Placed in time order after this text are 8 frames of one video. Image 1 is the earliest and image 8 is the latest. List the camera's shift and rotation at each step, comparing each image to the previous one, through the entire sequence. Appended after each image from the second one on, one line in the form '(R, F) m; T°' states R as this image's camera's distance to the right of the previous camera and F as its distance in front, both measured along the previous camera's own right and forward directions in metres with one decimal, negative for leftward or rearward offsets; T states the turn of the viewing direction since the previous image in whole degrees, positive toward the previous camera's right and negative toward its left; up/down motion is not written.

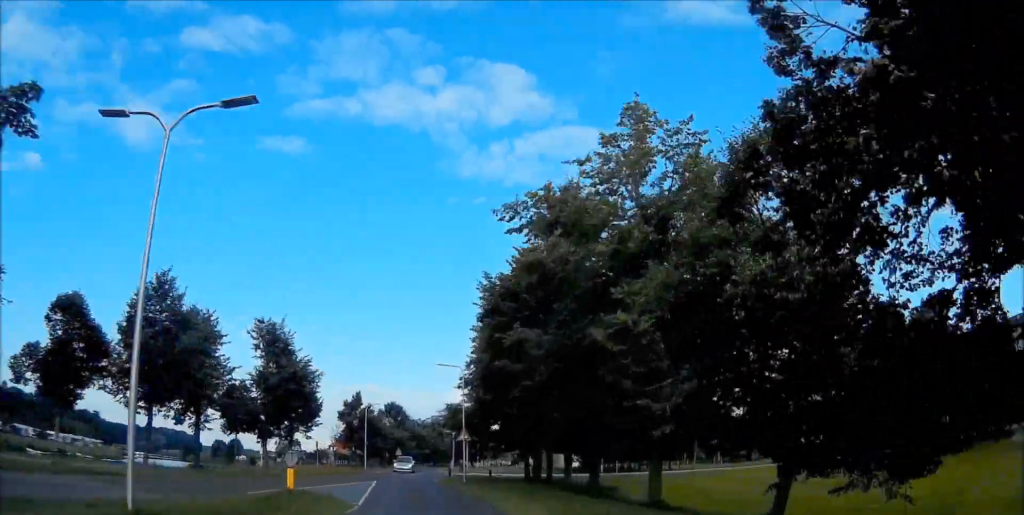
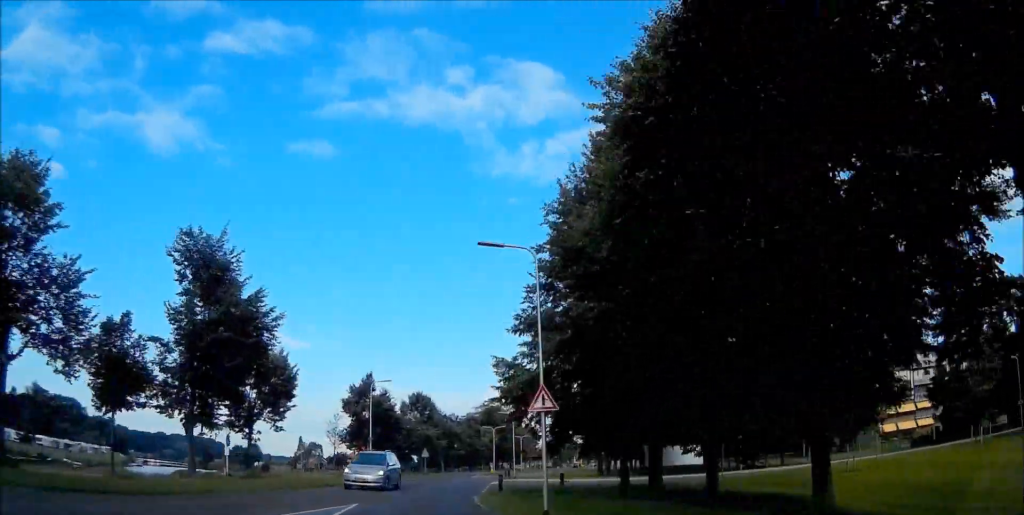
(-0.2, +21.0) m; 0°
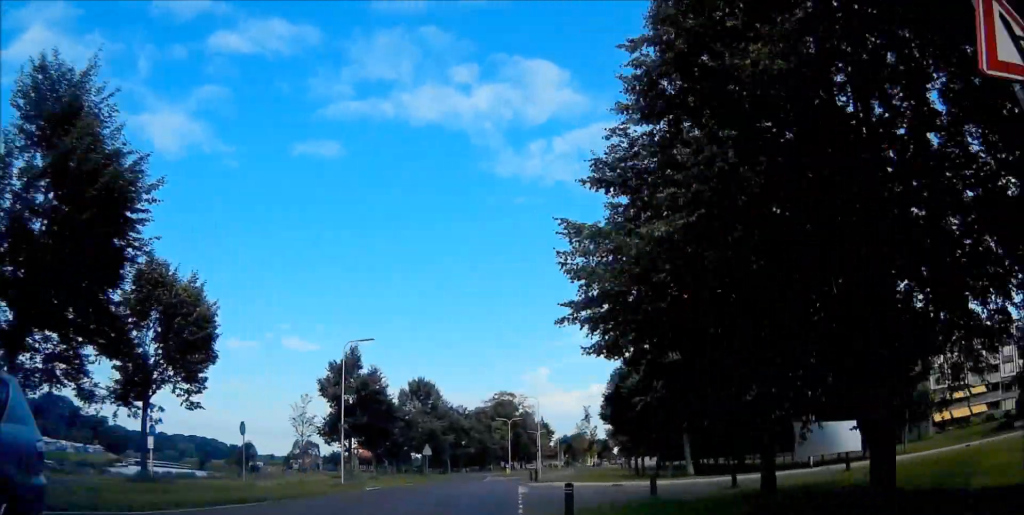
(-0.5, +14.6) m; +1°
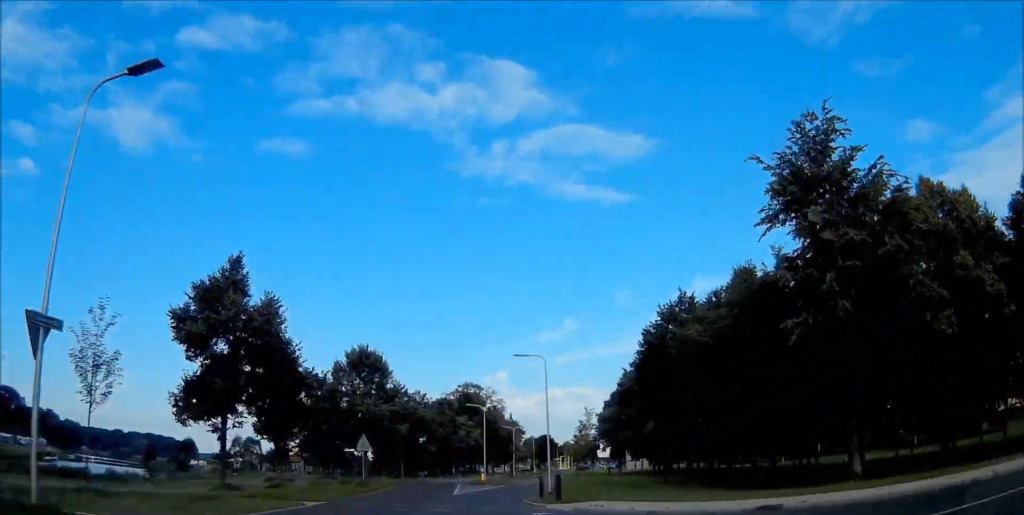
(+0.6, +22.0) m; +4°
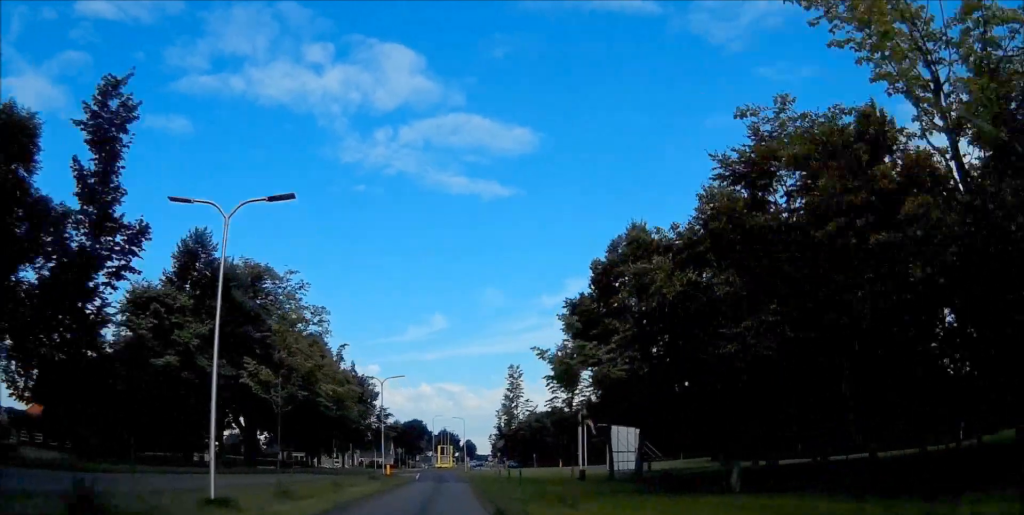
(+8.4, +73.3) m; +9°
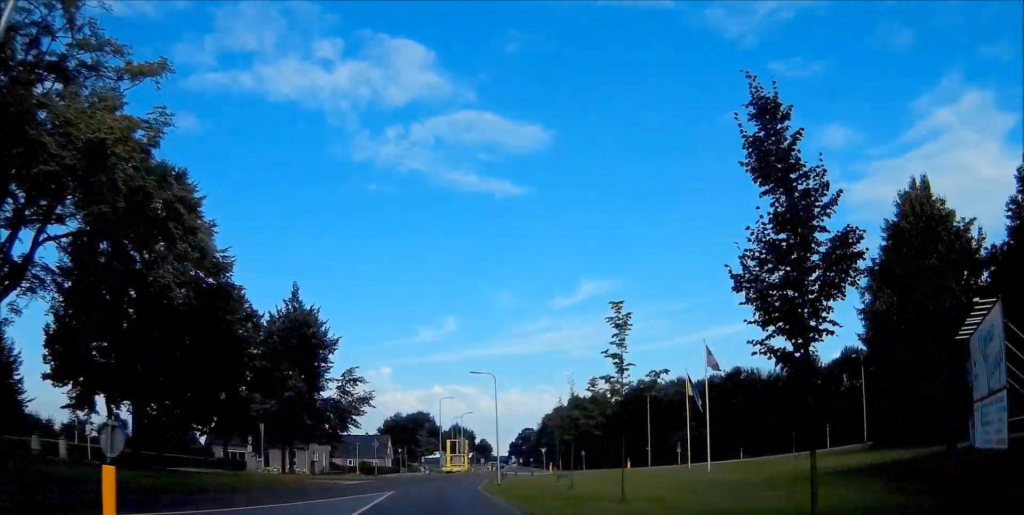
(-0.3, +37.5) m; -1°
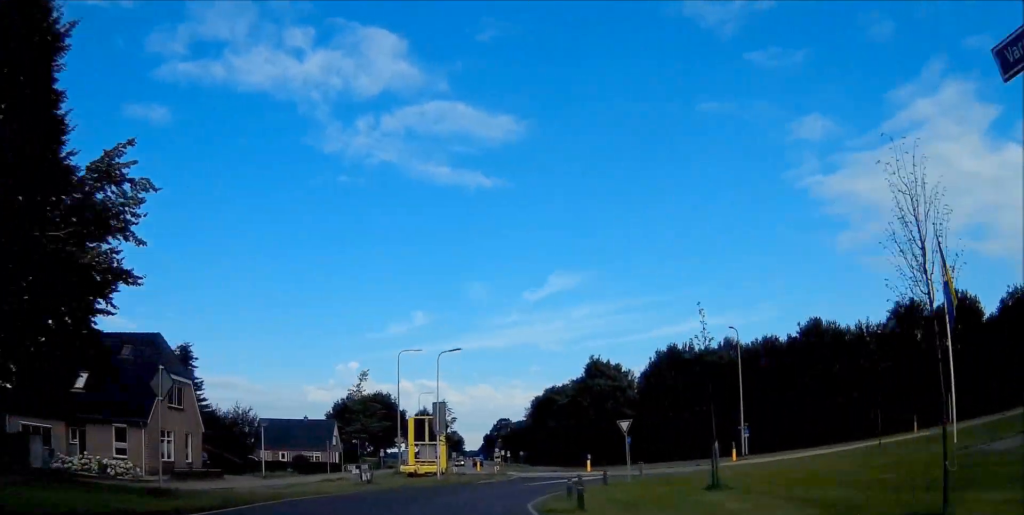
(0.0, +29.2) m; +3°
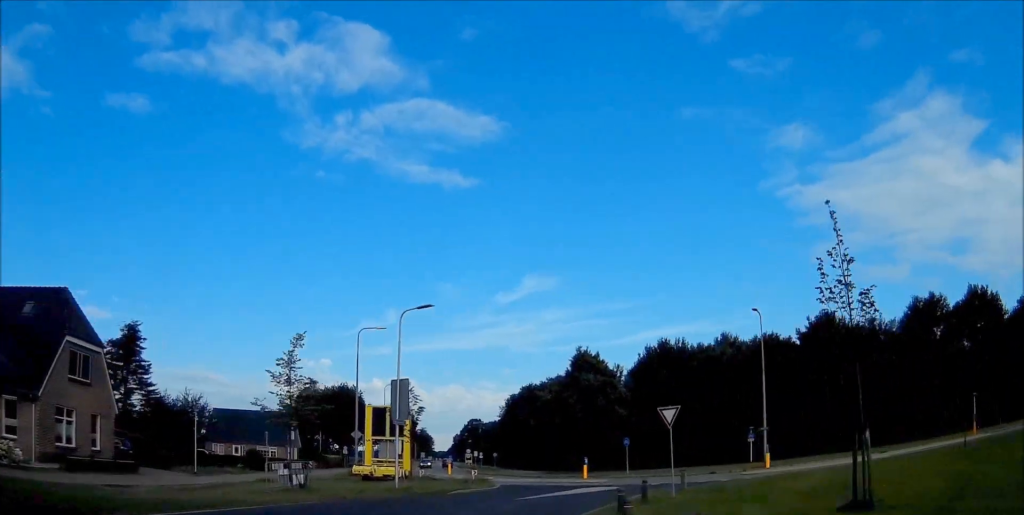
(-0.1, +7.4) m; +2°
